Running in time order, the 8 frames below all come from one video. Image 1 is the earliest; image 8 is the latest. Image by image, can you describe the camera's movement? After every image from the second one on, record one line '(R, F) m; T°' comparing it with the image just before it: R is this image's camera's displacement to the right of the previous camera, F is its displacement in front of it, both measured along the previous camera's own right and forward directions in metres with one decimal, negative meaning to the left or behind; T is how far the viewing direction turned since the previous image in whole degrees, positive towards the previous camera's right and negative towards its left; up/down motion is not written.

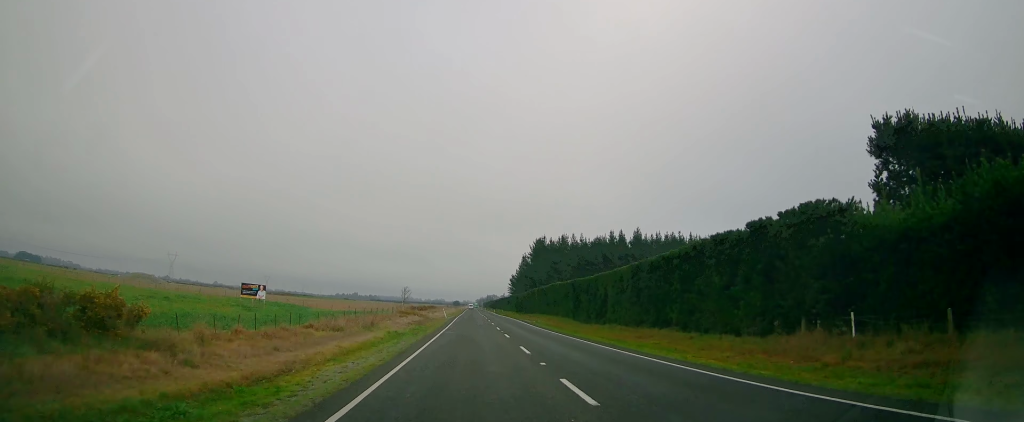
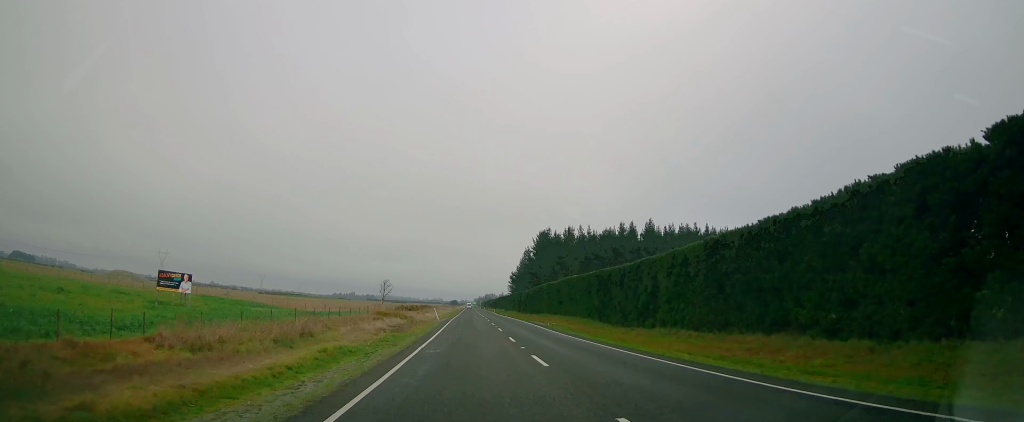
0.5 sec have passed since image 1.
(+0.2, +14.3) m; 0°
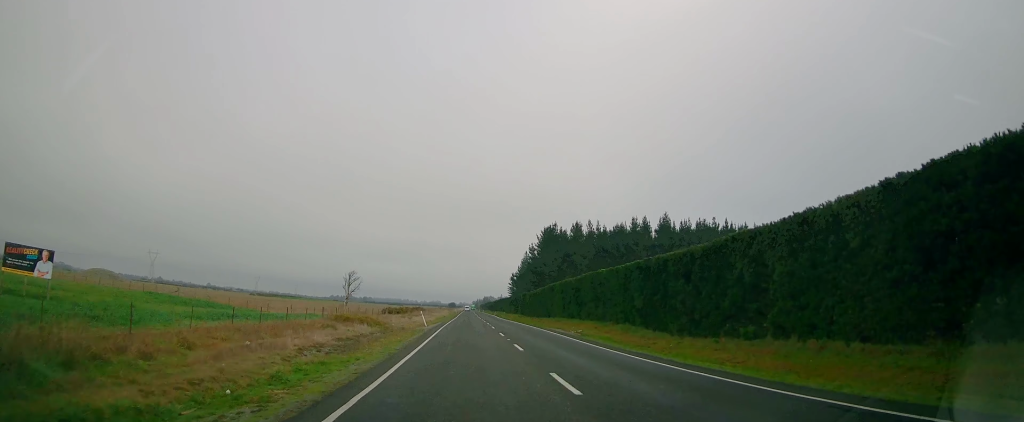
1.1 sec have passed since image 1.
(-0.1, +14.1) m; 0°
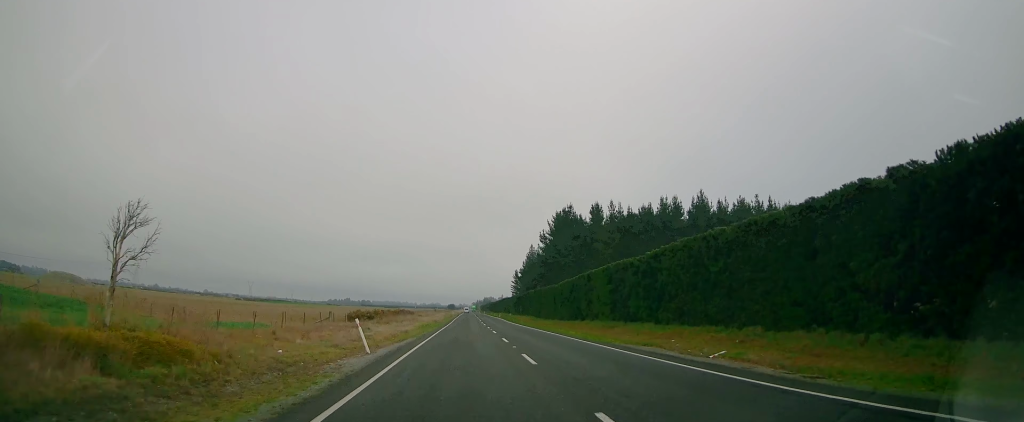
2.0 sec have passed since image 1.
(-0.1, +24.6) m; 0°
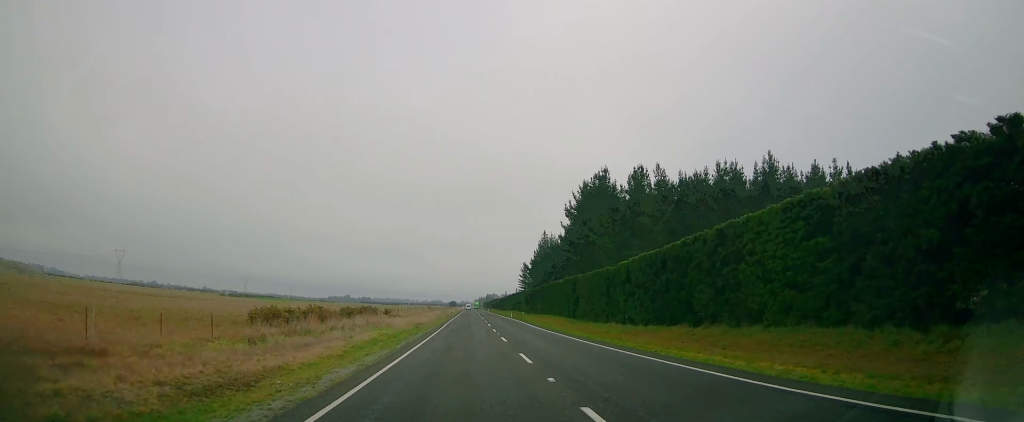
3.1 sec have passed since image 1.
(+0.3, +28.9) m; 0°
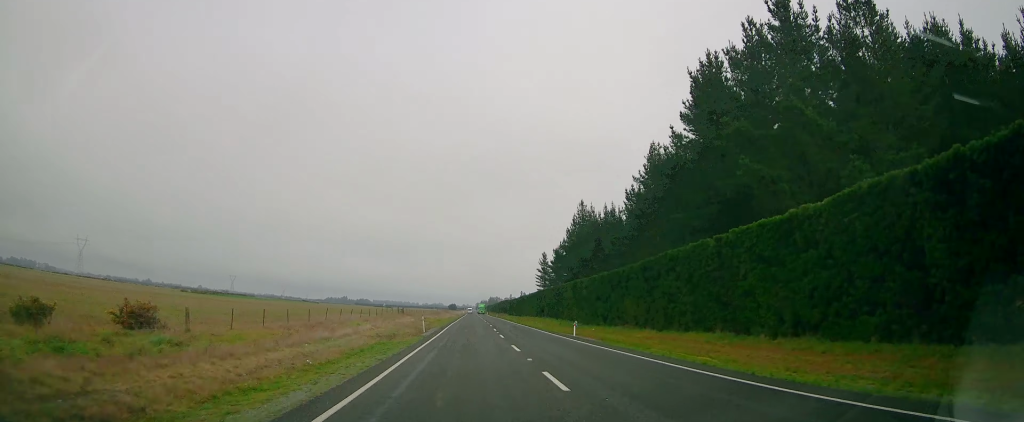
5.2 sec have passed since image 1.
(-0.5, +54.4) m; -1°
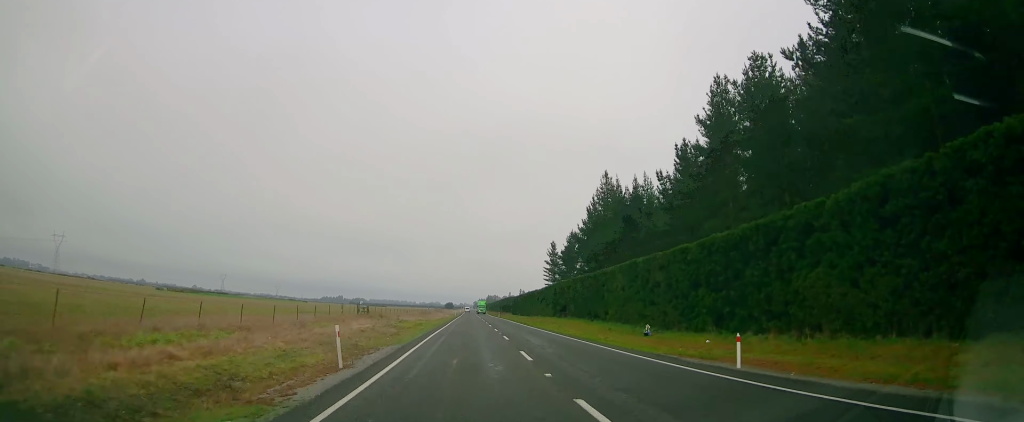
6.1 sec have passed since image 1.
(0.0, +24.0) m; 0°
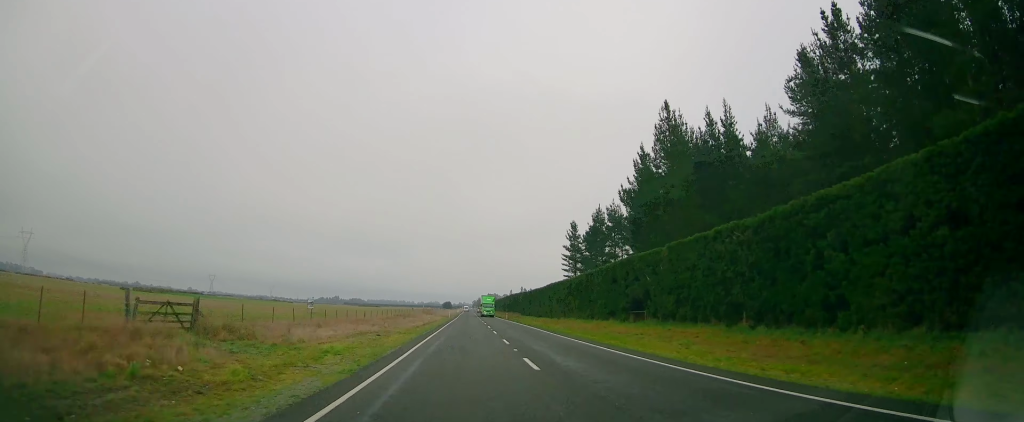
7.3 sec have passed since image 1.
(0.0, +32.3) m; 0°
